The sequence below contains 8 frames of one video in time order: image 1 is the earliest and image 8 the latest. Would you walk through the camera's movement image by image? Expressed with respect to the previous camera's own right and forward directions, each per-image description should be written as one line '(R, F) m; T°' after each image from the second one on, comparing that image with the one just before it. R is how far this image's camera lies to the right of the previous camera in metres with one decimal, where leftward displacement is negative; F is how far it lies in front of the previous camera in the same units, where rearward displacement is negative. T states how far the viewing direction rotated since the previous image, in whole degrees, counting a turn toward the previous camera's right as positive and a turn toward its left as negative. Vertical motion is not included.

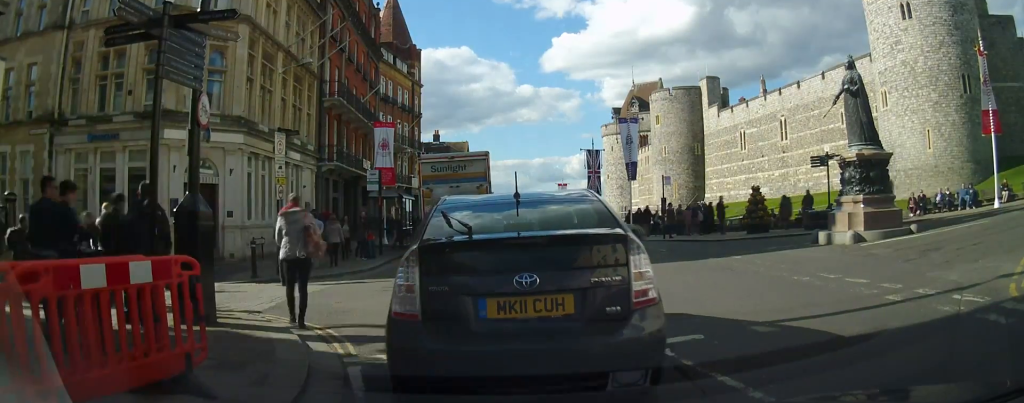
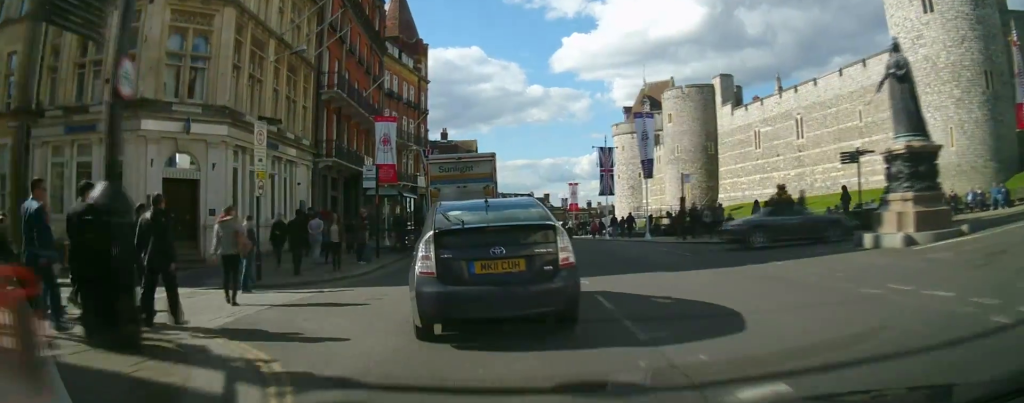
(0.0, +3.5) m; -5°
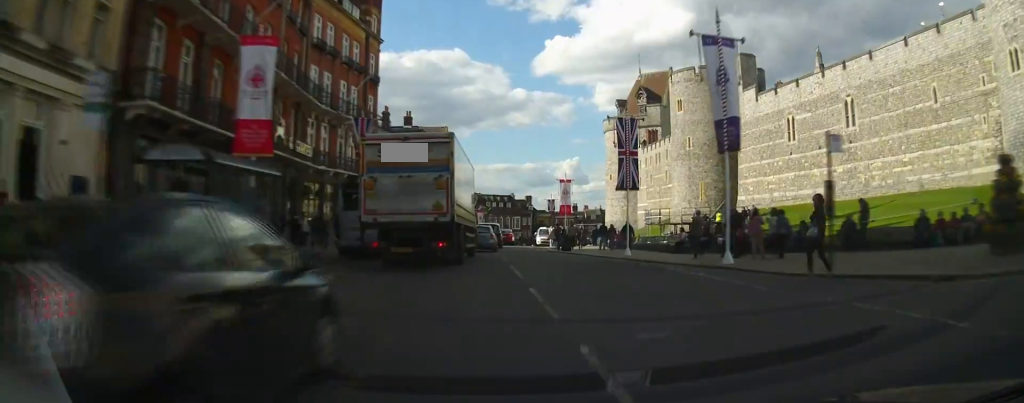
(-2.5, +16.1) m; -14°
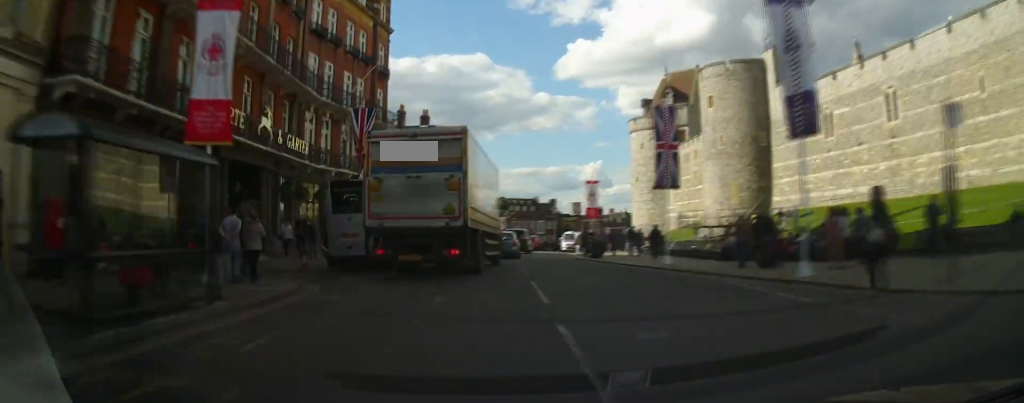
(-0.1, +4.0) m; 0°
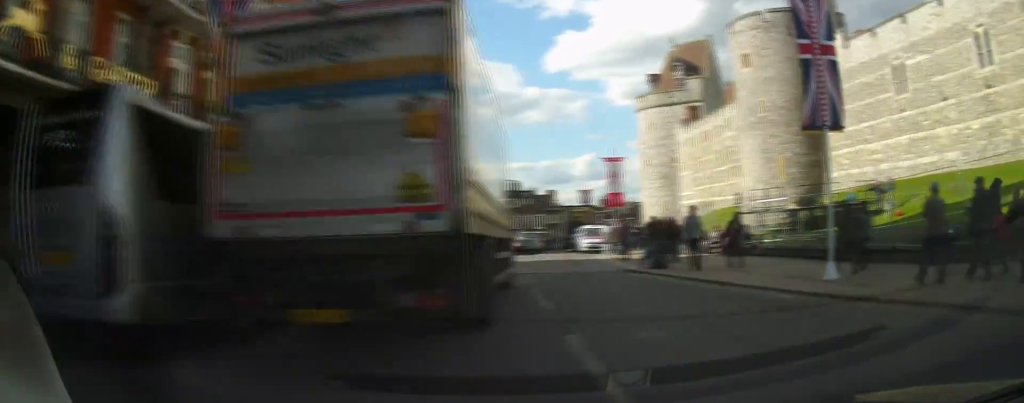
(+0.6, +14.8) m; +14°
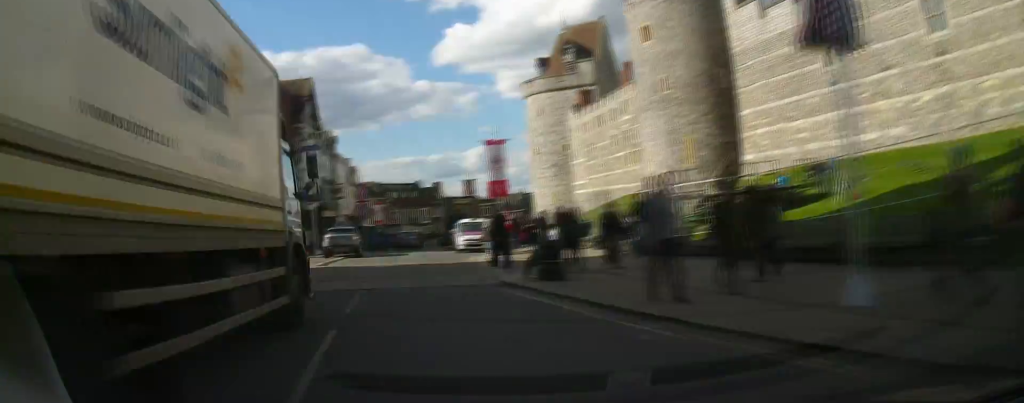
(+1.5, +7.1) m; 0°
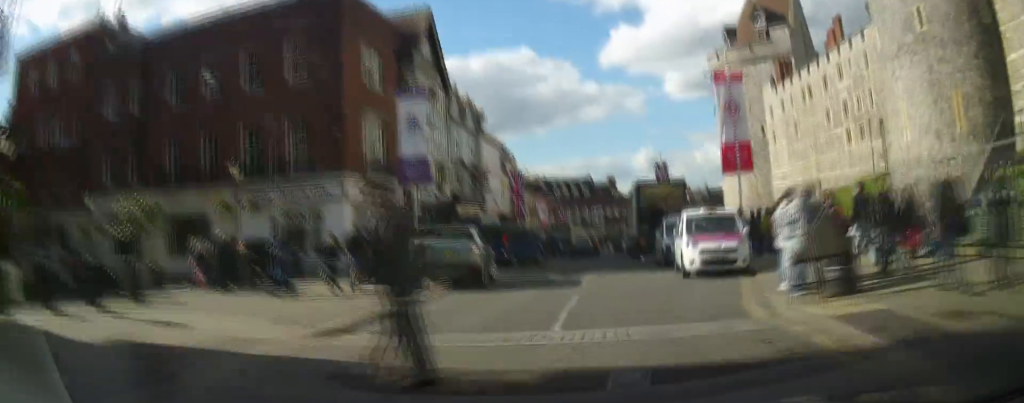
(-1.3, +11.9) m; -18°
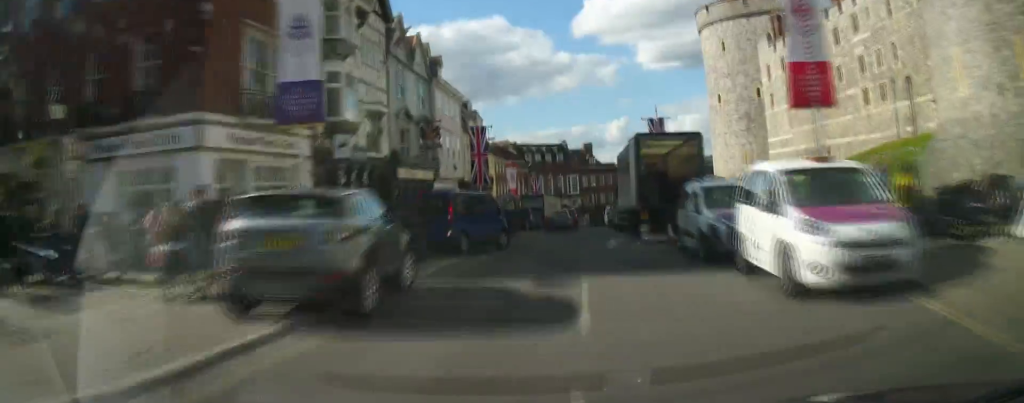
(-0.7, +6.1) m; -3°
